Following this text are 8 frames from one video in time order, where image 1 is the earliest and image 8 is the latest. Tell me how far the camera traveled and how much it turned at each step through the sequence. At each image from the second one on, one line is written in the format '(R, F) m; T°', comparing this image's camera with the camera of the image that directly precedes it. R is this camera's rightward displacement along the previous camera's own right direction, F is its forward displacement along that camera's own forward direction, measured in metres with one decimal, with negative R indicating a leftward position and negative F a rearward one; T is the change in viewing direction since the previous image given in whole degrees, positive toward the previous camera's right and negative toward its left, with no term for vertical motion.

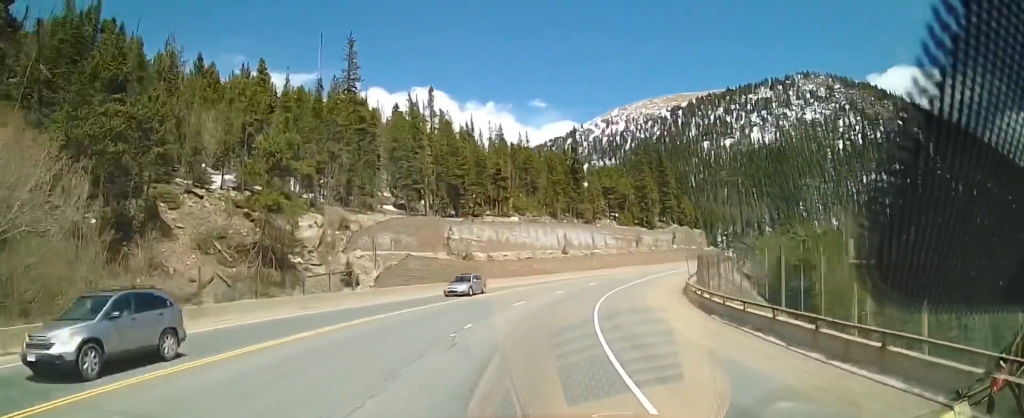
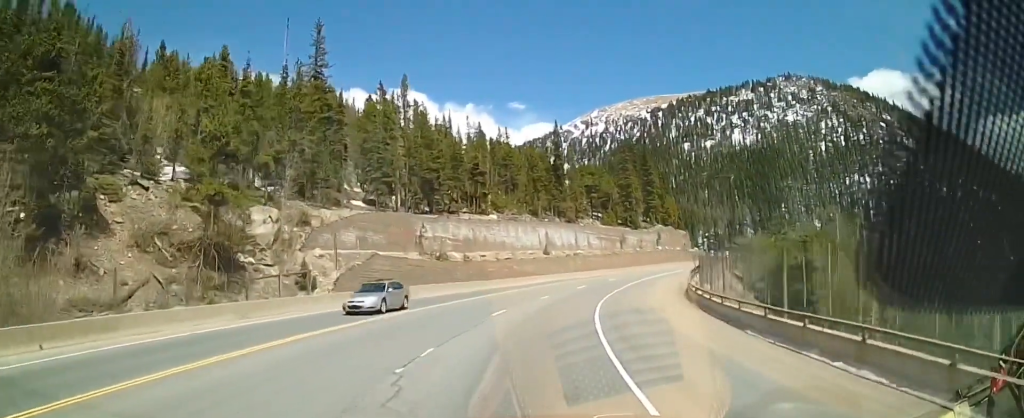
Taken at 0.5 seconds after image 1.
(0.0, +5.4) m; +1°
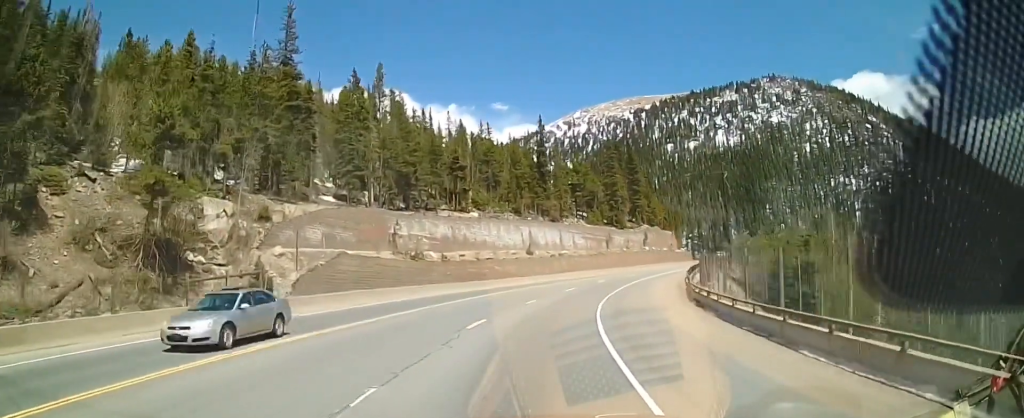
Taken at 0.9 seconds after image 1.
(-0.1, +4.6) m; +1°
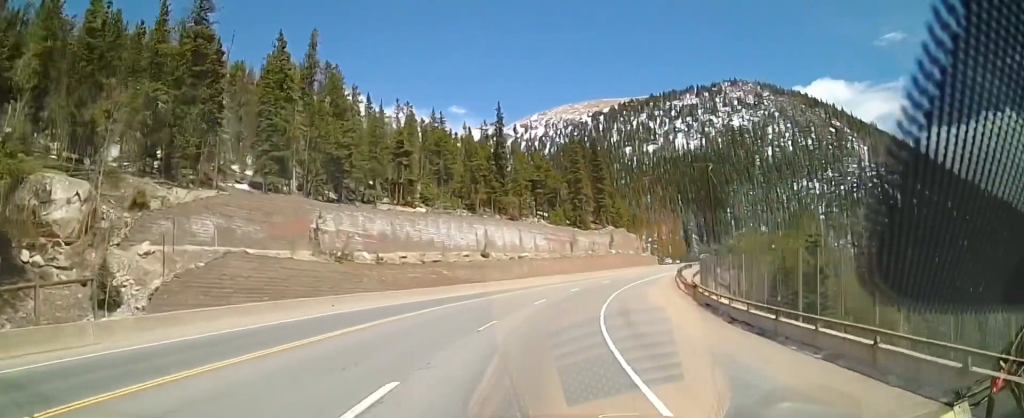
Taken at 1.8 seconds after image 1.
(+0.3, +11.0) m; +3°
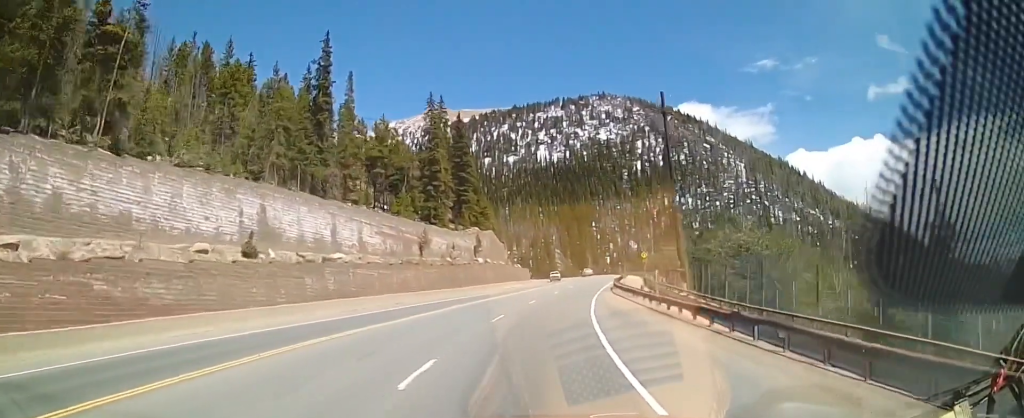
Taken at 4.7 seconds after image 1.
(+5.2, +32.0) m; +20°
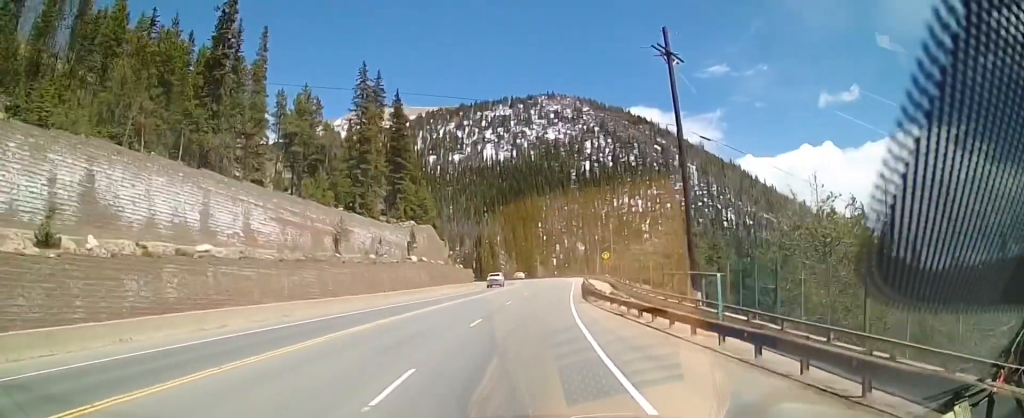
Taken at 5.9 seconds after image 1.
(+0.8, +13.2) m; +5°
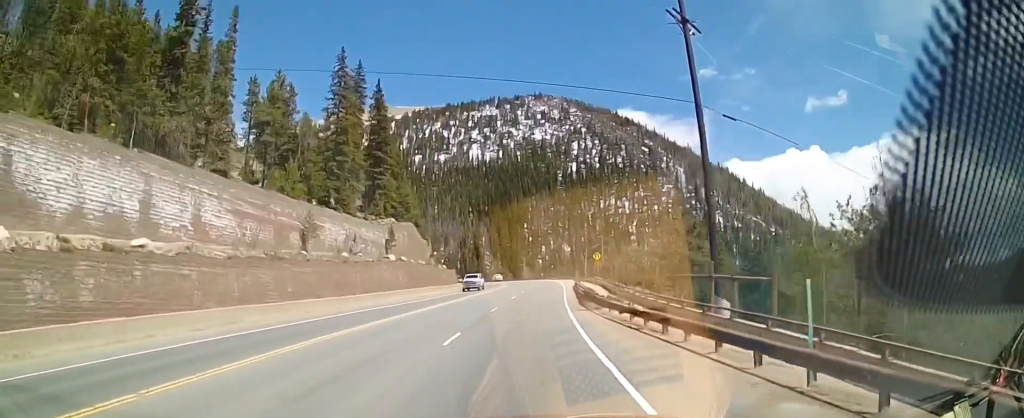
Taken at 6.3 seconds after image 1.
(+0.1, +5.0) m; +1°
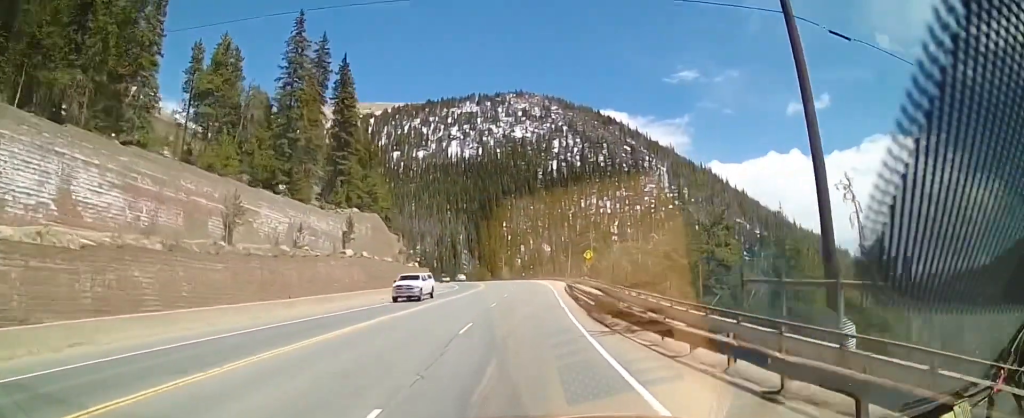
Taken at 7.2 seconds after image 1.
(0.0, +10.4) m; 0°
